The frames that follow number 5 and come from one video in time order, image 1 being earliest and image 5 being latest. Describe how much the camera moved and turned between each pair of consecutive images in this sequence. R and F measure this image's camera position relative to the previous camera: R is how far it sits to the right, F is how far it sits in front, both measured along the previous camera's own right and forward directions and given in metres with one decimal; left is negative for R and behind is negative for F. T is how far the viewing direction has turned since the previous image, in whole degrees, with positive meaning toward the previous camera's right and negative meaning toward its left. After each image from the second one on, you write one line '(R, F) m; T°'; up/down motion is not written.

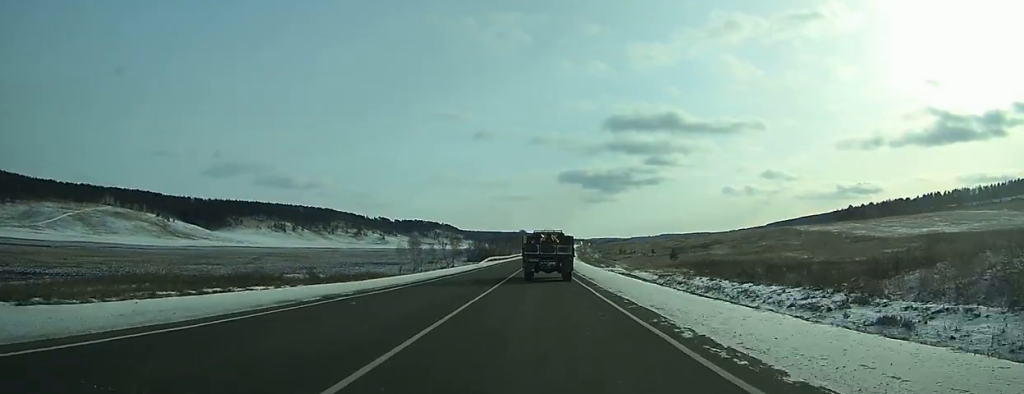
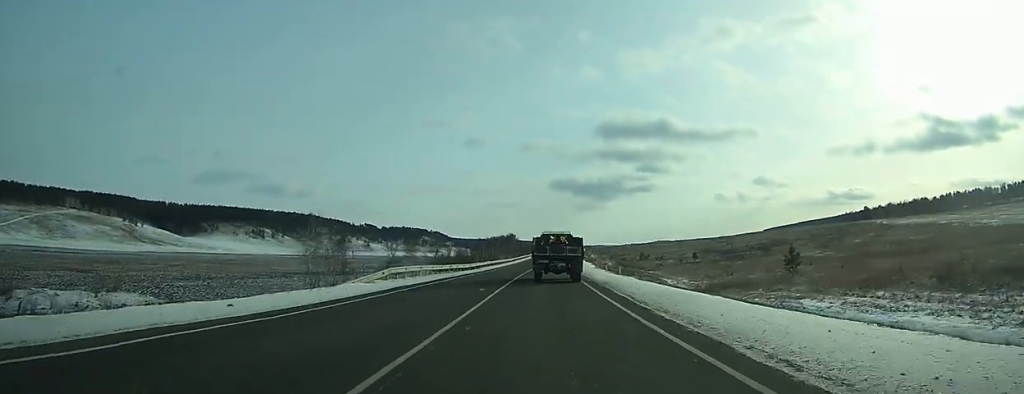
(+0.3, +53.1) m; +1°
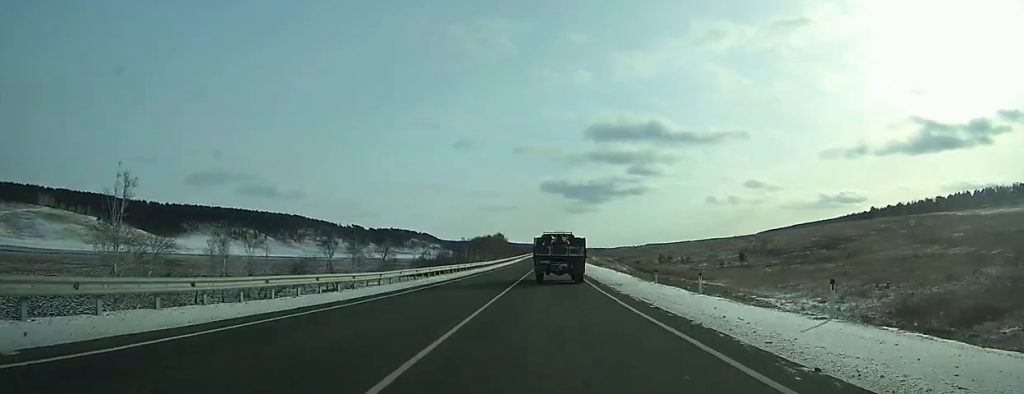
(+0.1, +31.2) m; +1°
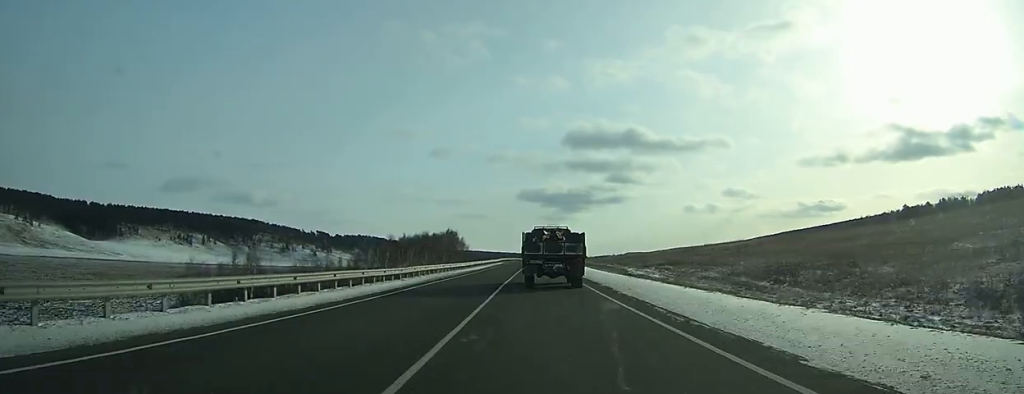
(+2.1, +102.5) m; +2°
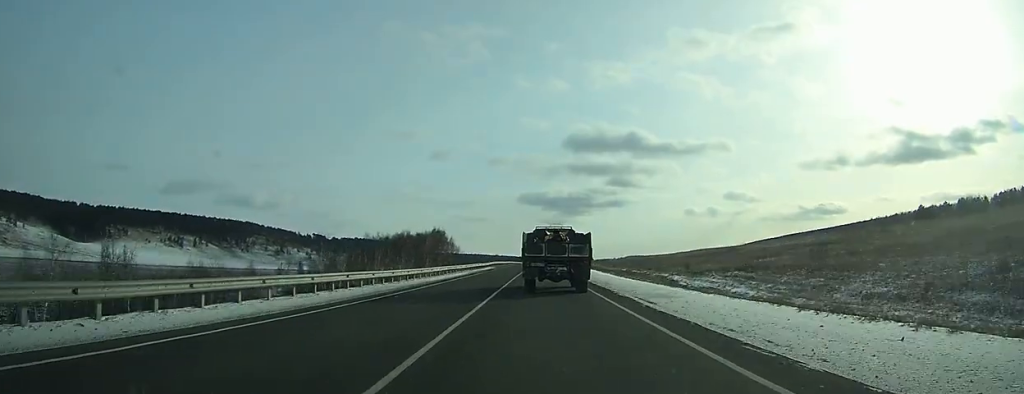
(+0.1, +24.6) m; 0°
